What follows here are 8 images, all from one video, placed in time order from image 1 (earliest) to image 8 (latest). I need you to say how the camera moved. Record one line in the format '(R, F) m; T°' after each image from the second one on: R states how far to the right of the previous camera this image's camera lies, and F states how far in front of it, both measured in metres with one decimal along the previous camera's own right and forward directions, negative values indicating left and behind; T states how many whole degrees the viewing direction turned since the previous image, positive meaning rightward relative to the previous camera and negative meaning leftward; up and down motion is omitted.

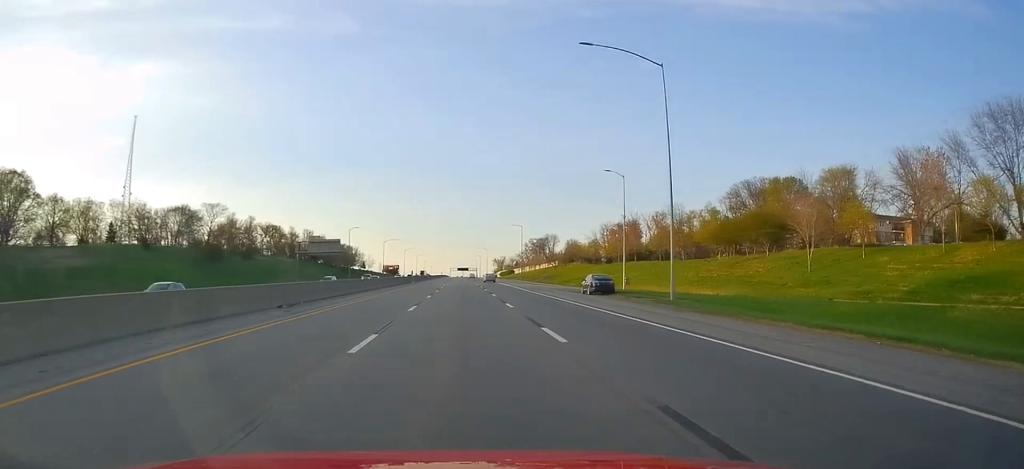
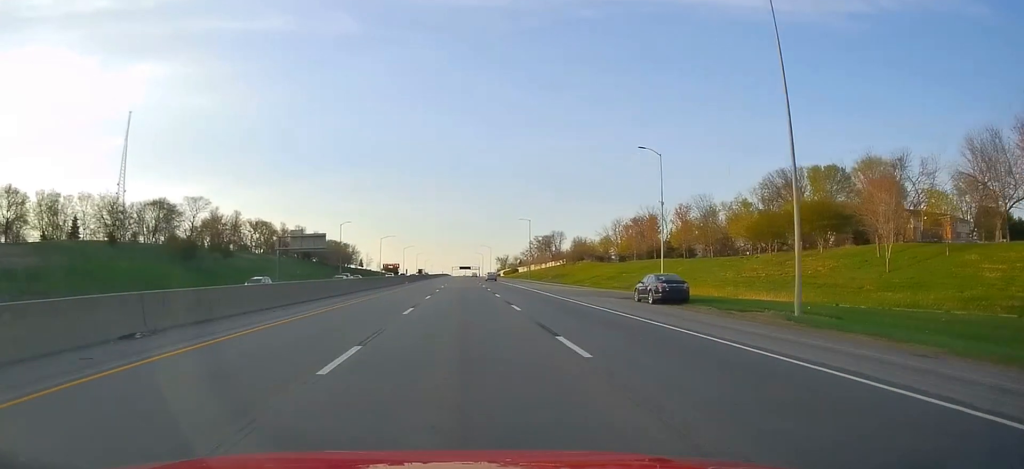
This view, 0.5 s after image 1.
(-0.2, +13.9) m; +1°
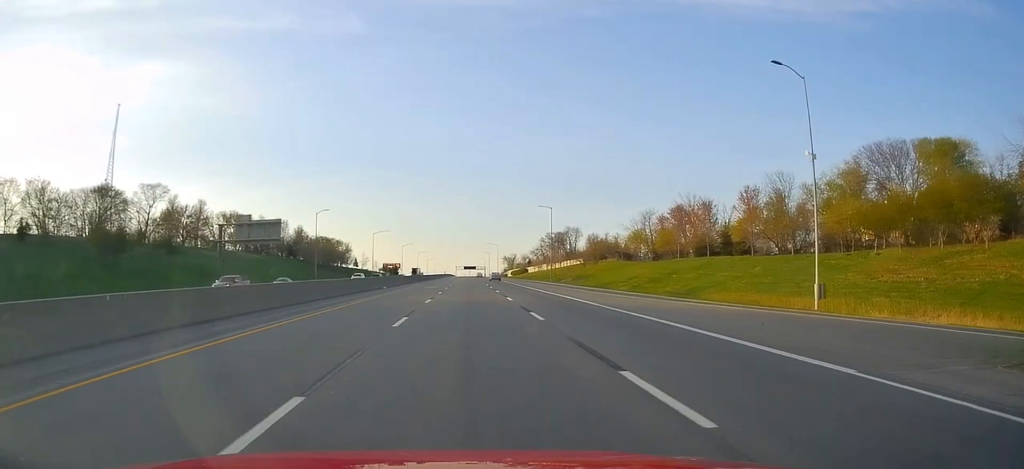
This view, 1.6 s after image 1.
(+0.4, +28.8) m; +1°
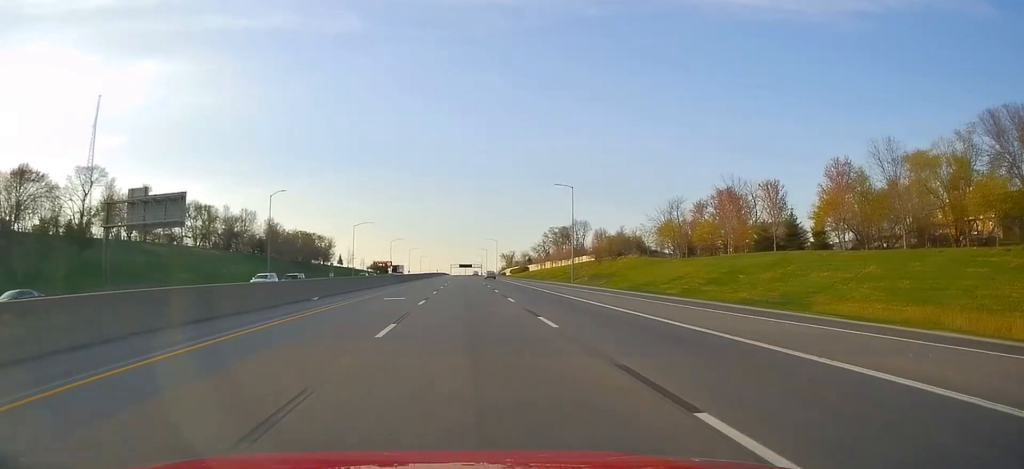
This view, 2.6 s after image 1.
(0.0, +26.4) m; 0°
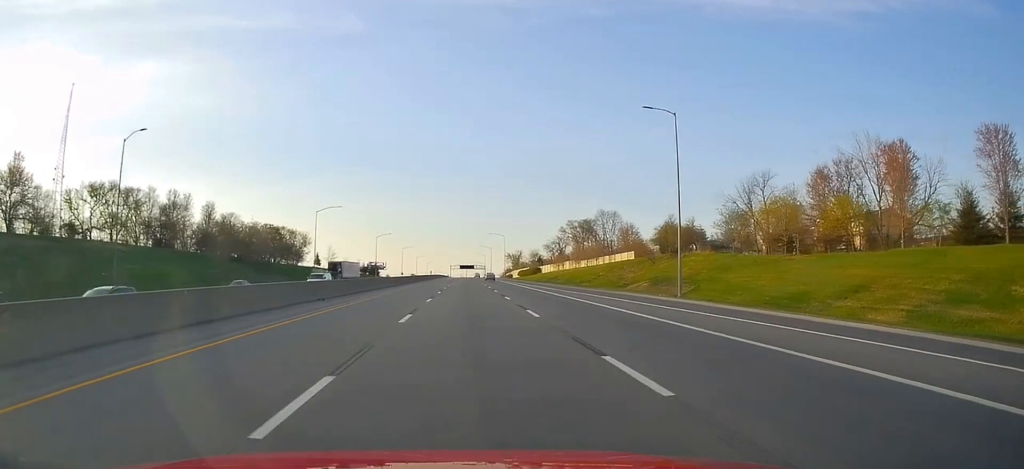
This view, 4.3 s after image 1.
(+0.5, +44.0) m; 0°
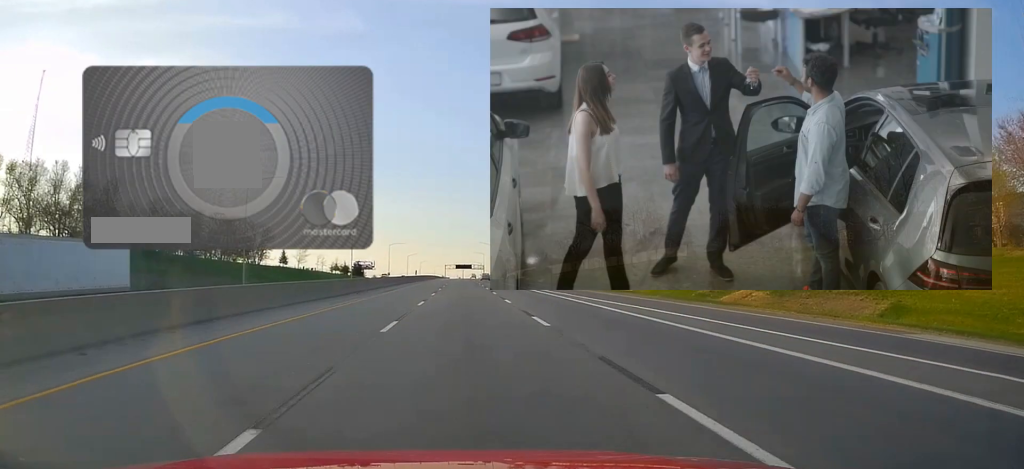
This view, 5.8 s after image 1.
(-1.4, +38.7) m; -1°
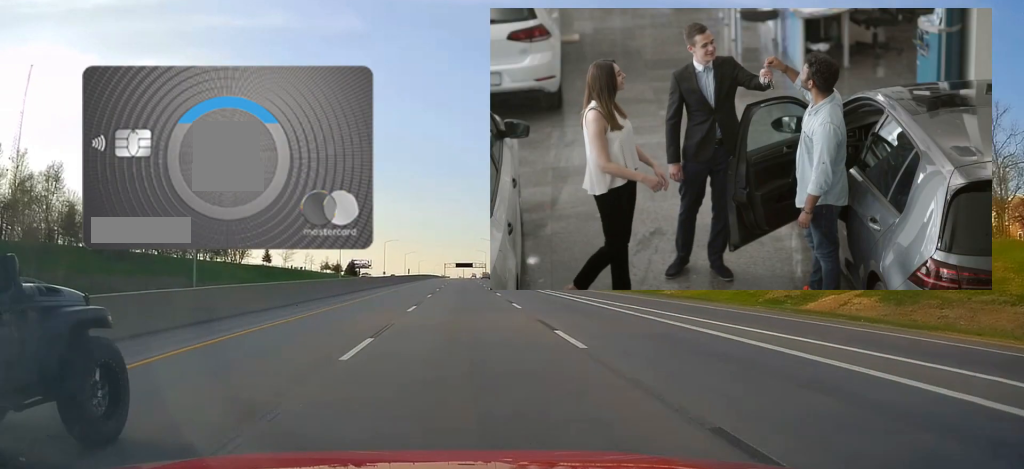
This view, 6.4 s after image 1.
(+0.1, +16.7) m; +1°
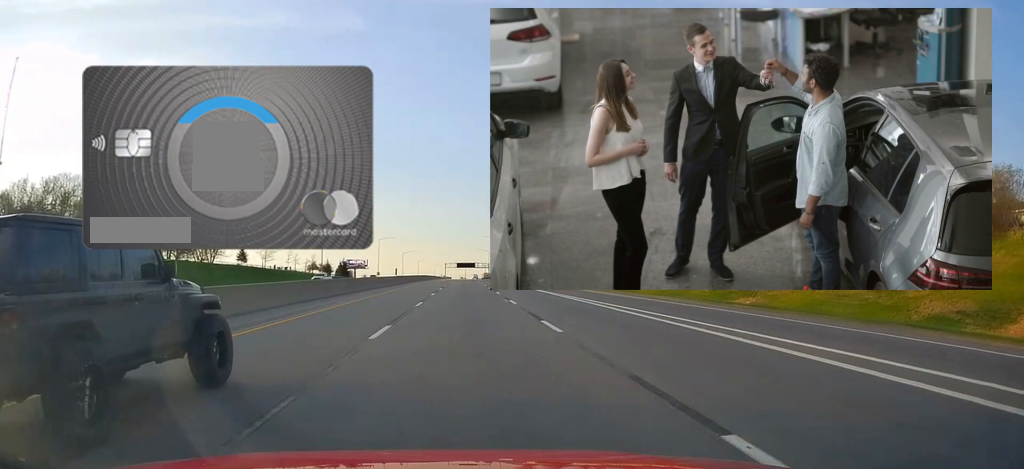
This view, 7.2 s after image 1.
(+0.8, +21.0) m; 0°
